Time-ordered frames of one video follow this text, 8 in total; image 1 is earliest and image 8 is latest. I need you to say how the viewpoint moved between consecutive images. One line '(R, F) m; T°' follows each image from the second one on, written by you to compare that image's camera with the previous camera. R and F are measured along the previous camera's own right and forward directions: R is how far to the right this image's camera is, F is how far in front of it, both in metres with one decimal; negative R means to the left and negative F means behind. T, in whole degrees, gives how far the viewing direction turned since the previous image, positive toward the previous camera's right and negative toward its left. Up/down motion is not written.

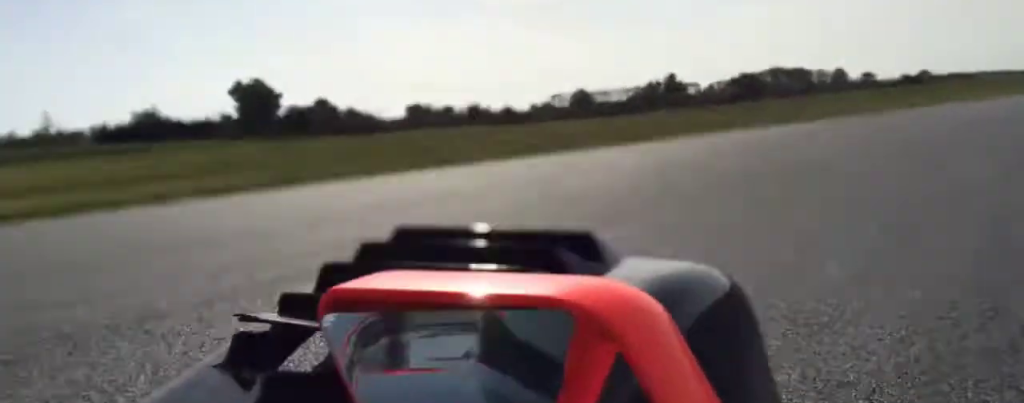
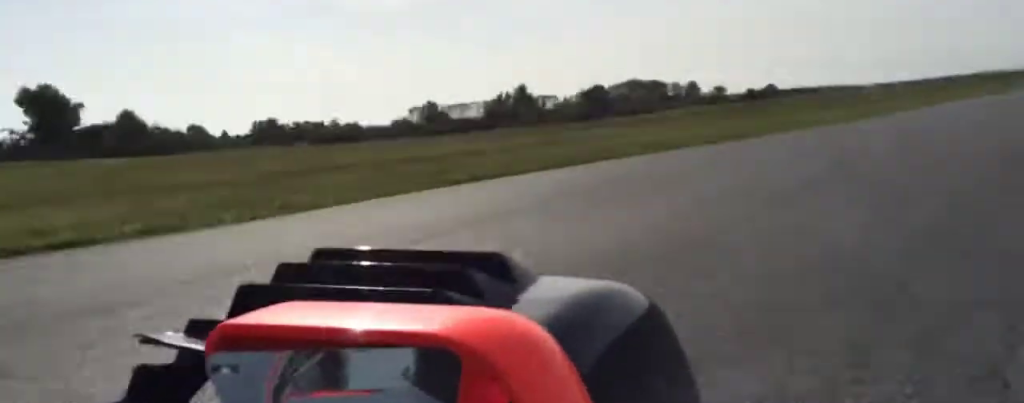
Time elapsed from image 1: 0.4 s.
(+1.4, +14.6) m; +10°
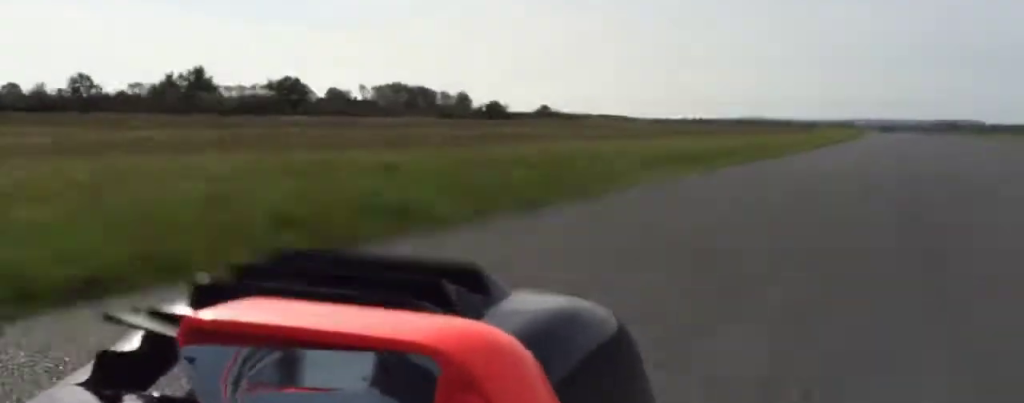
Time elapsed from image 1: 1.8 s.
(+13.7, +48.0) m; +24°
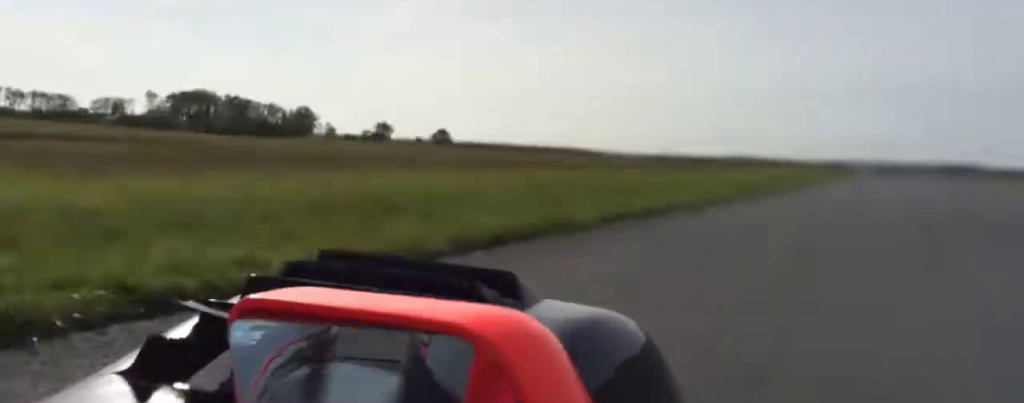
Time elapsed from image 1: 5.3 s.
(+13.1, +166.9) m; +5°
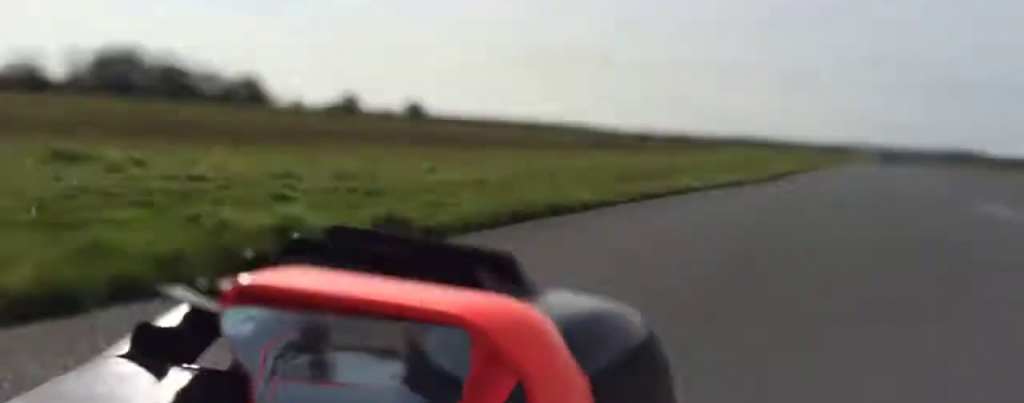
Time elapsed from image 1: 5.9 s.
(+0.3, +34.4) m; -1°
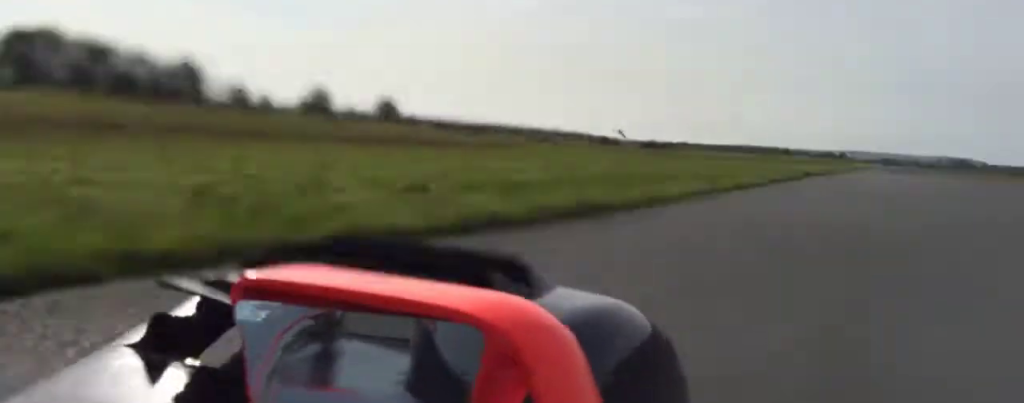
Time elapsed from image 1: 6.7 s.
(-1.0, +46.1) m; -1°
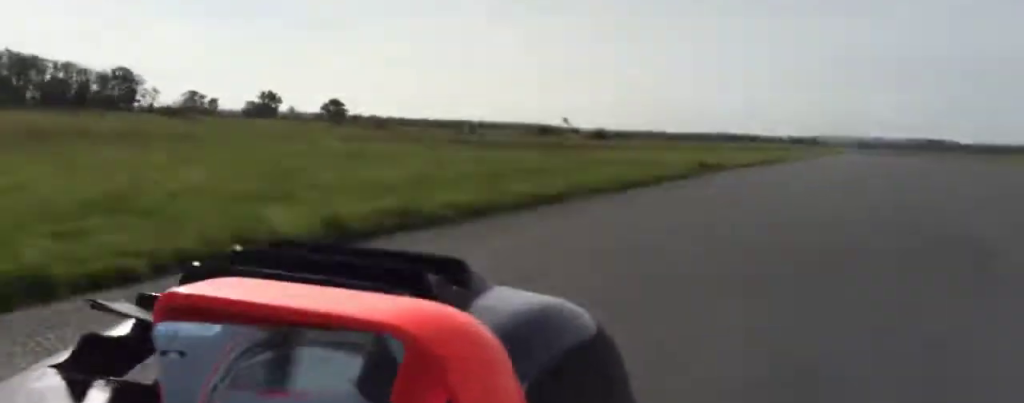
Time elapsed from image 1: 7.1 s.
(-0.2, +23.2) m; 0°
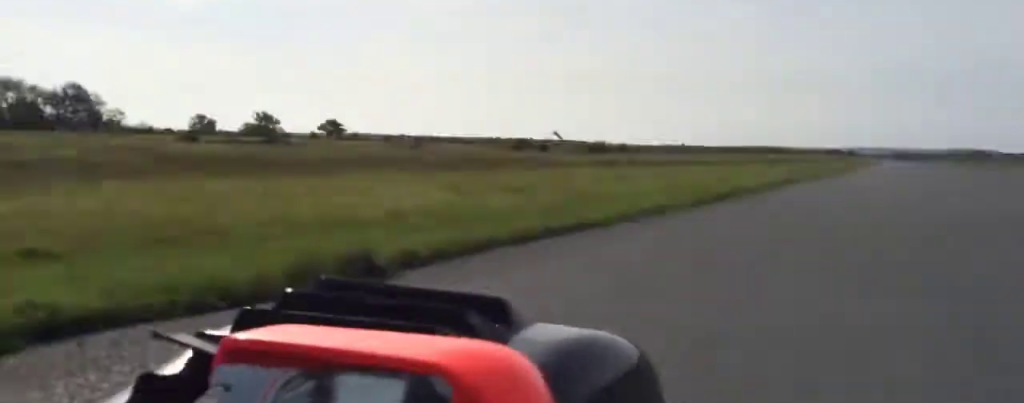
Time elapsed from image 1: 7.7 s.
(-0.1, +37.1) m; 0°
